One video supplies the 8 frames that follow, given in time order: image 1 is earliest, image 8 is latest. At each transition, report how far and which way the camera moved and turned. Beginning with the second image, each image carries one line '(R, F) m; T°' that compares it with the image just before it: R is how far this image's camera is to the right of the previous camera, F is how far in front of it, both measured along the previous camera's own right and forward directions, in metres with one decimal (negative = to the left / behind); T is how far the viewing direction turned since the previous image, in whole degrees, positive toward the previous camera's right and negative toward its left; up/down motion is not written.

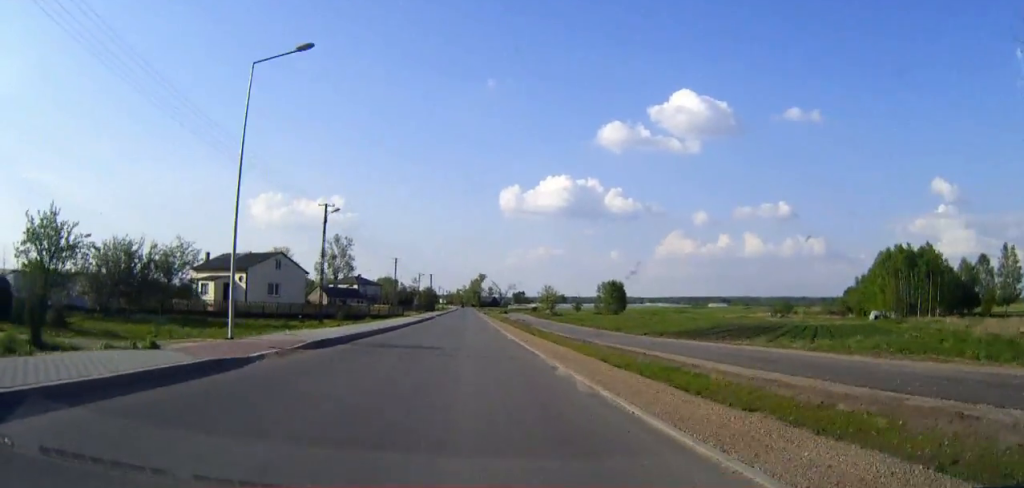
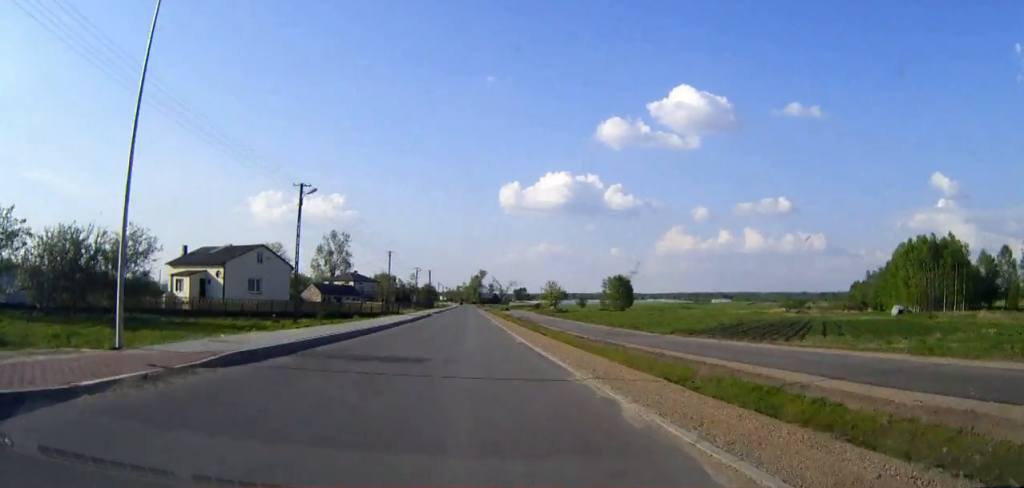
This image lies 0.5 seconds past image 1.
(0.0, +7.4) m; 0°
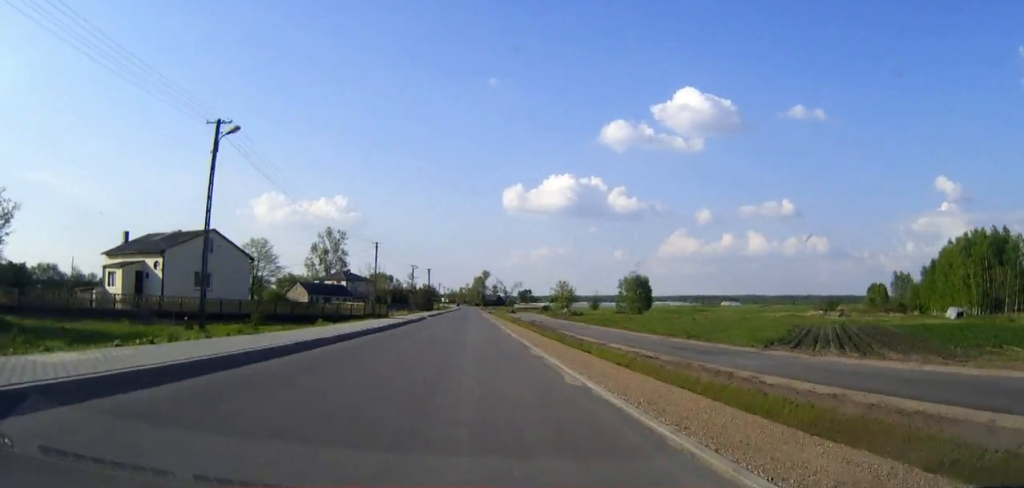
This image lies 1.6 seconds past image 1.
(0.0, +15.6) m; 0°
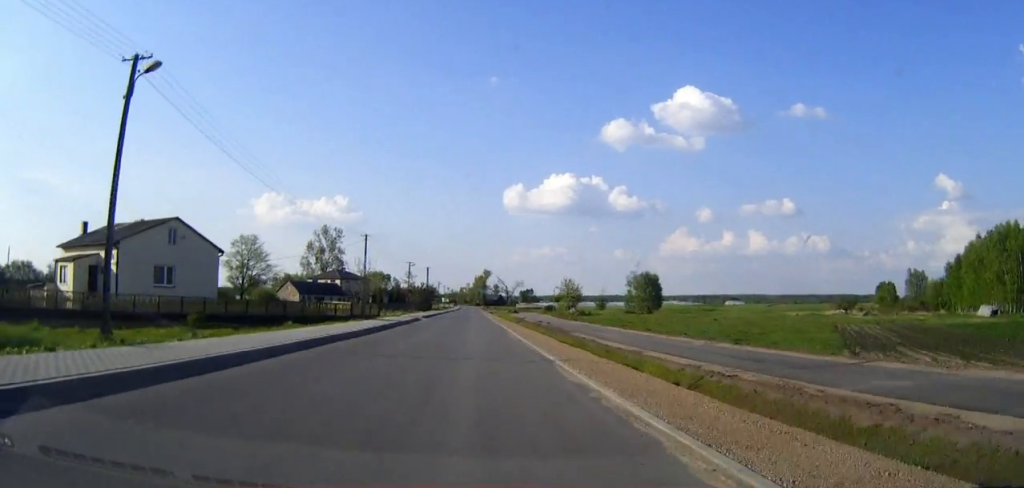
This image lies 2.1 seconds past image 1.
(0.0, +8.1) m; 0°
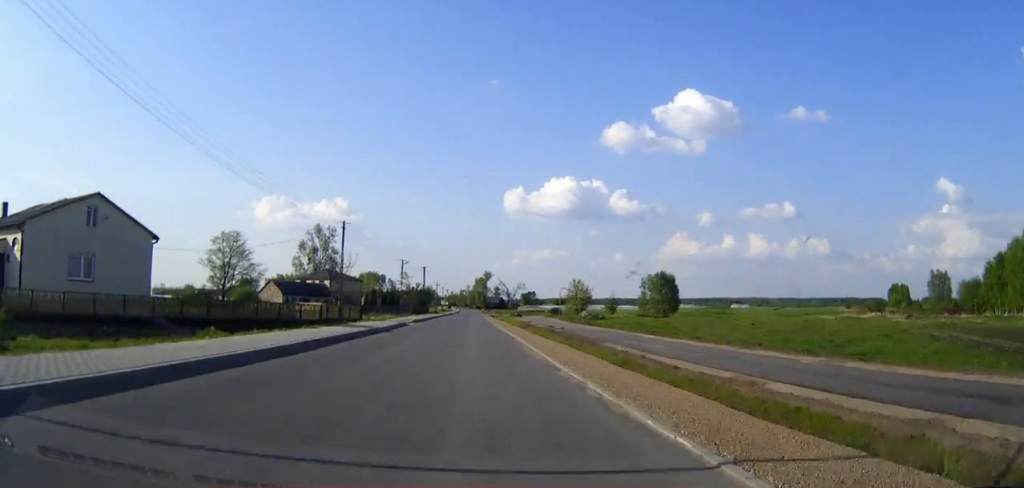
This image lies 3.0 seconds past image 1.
(0.0, +12.3) m; 0°
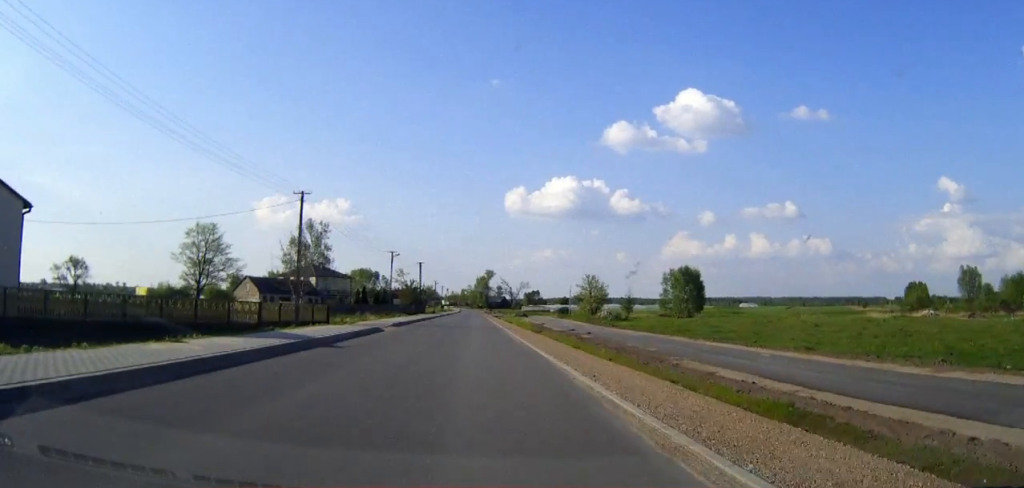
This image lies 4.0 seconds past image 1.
(0.0, +14.5) m; 0°
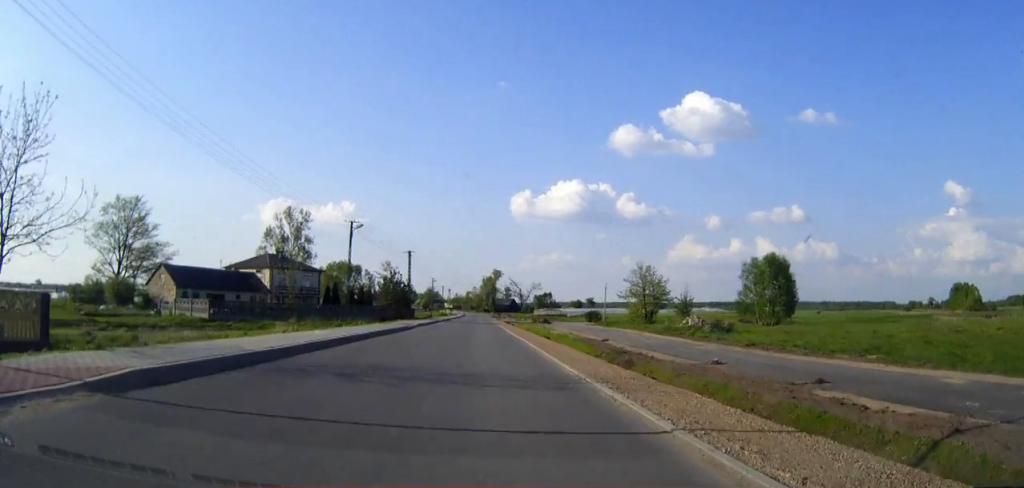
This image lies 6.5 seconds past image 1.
(-0.1, +34.2) m; 0°
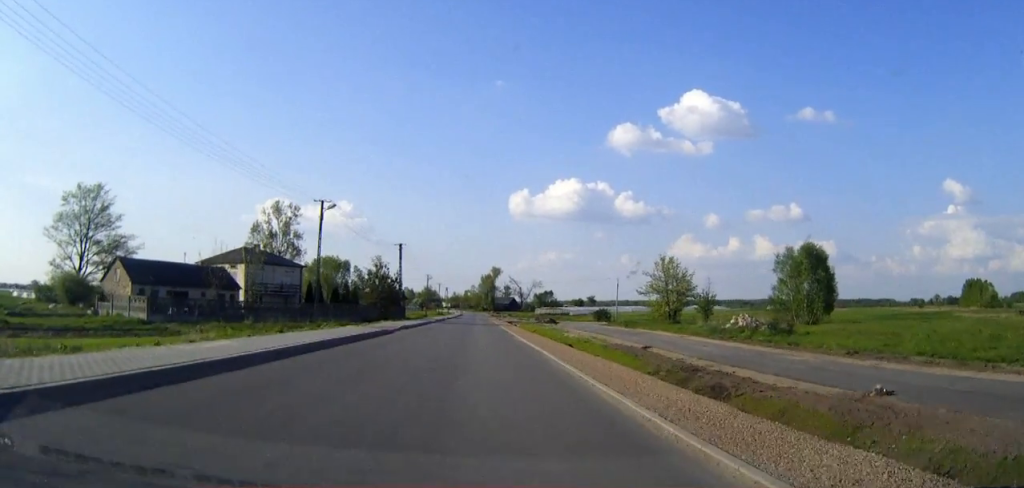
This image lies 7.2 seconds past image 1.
(0.0, +10.8) m; 0°
